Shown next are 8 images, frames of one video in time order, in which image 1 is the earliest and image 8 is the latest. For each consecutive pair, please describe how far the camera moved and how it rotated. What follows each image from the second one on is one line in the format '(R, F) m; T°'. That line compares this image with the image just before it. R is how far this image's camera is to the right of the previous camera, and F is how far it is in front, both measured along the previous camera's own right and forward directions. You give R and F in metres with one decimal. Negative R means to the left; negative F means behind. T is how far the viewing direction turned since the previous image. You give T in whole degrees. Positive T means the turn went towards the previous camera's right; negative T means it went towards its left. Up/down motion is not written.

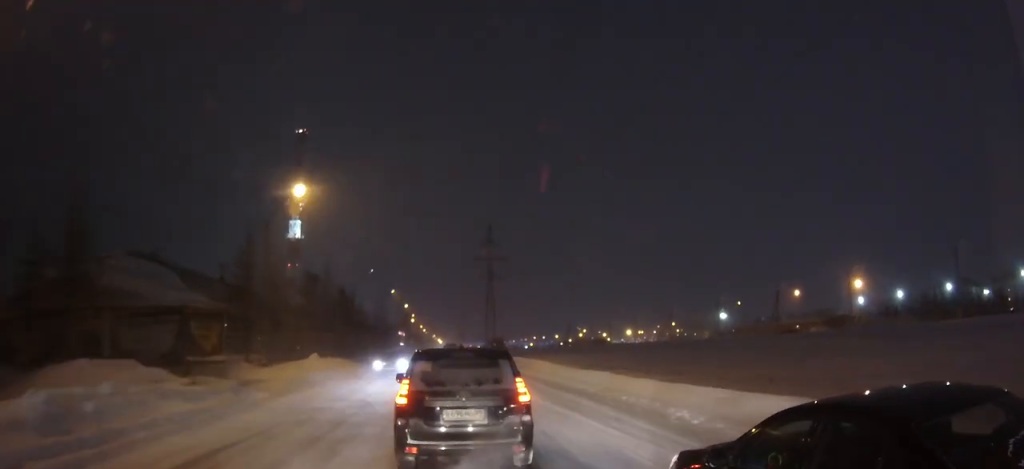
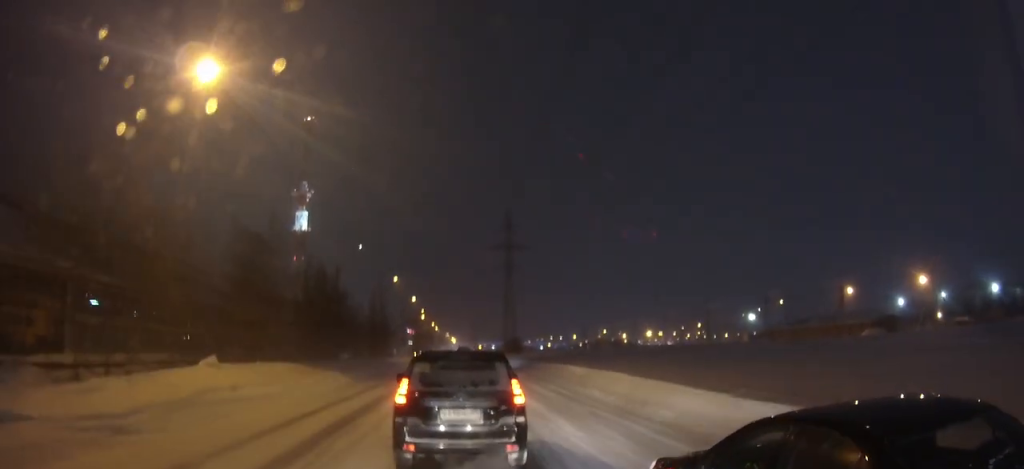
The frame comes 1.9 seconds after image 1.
(-0.2, +17.2) m; -1°
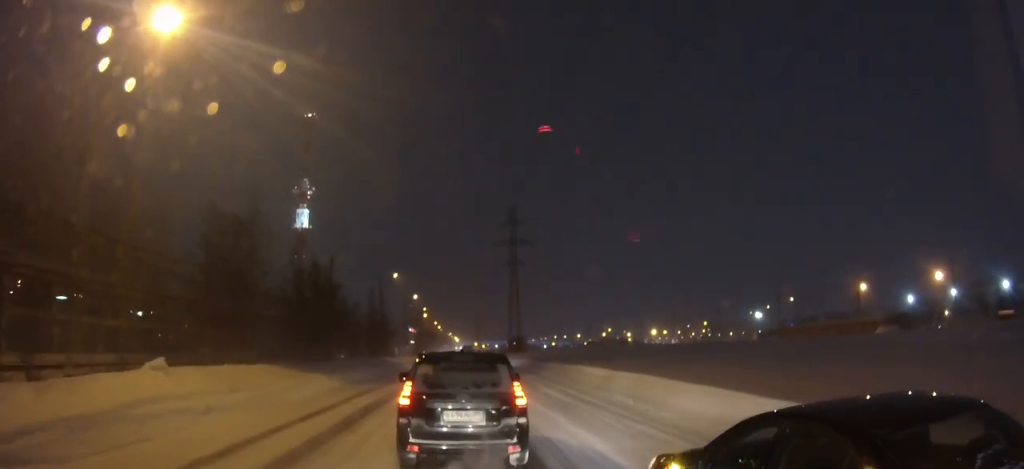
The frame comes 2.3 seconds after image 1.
(0.0, +3.9) m; 0°
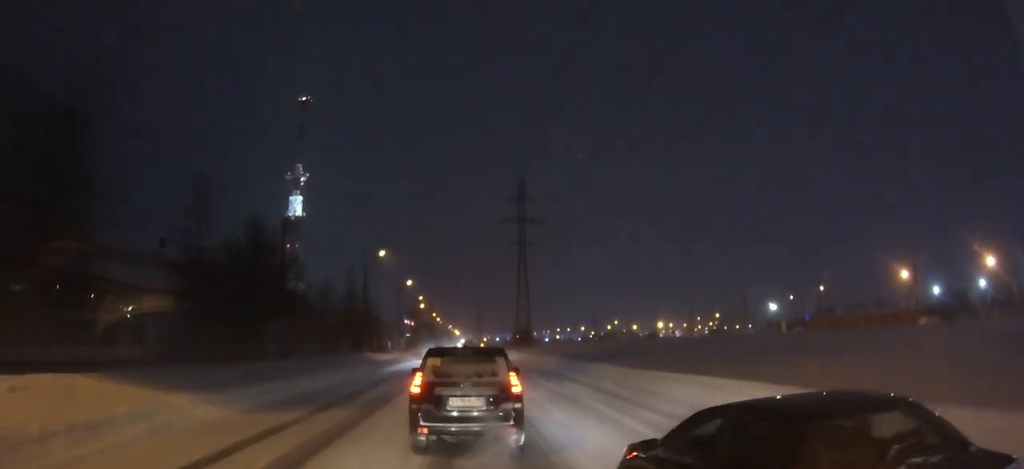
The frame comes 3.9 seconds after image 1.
(+0.1, +14.0) m; +1°
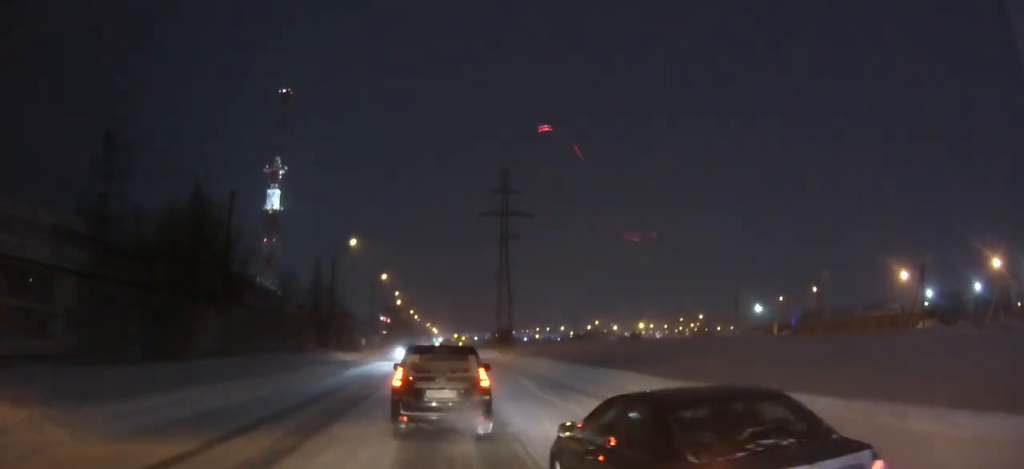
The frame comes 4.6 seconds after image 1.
(0.0, +6.2) m; +1°
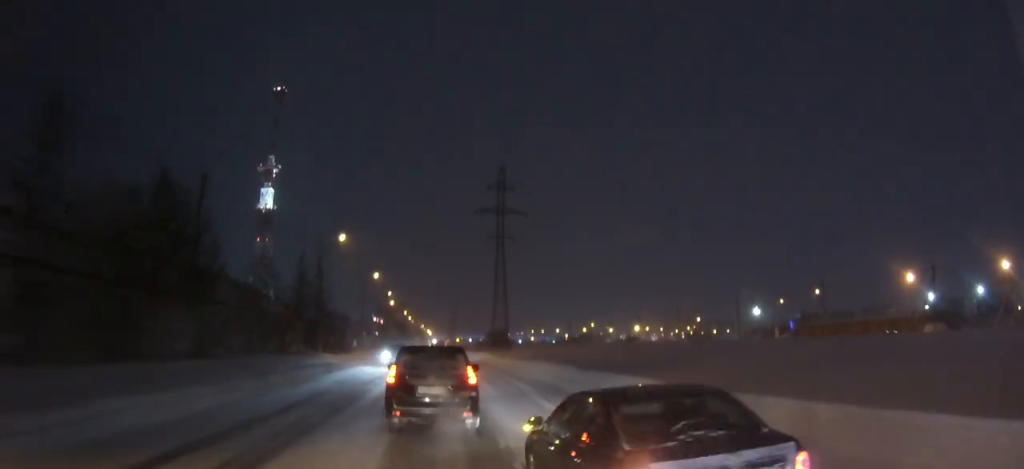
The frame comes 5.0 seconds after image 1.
(0.0, +3.6) m; 0°
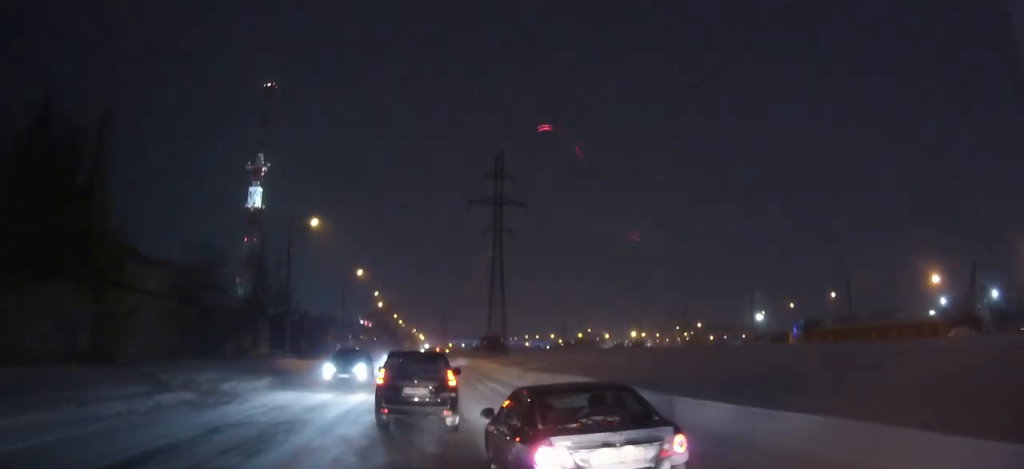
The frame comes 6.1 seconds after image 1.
(0.0, +9.7) m; -1°
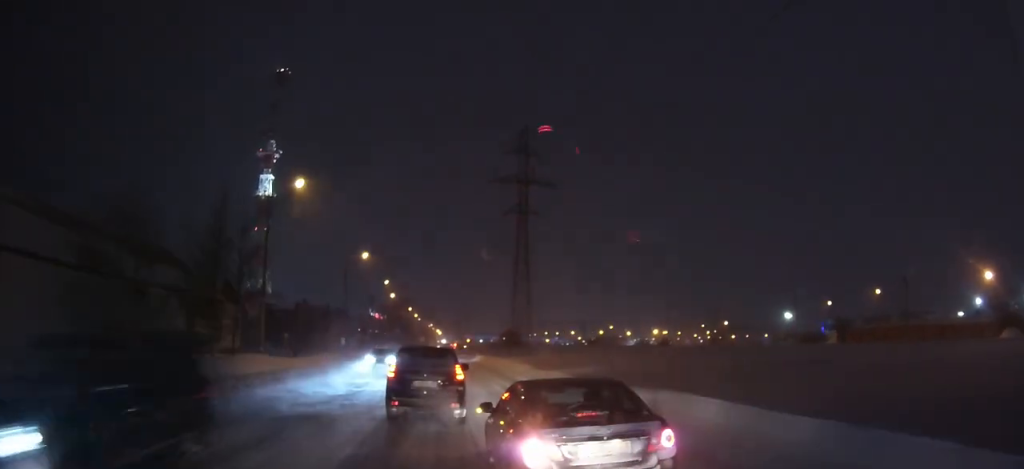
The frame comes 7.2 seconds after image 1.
(-0.1, +10.2) m; -1°
